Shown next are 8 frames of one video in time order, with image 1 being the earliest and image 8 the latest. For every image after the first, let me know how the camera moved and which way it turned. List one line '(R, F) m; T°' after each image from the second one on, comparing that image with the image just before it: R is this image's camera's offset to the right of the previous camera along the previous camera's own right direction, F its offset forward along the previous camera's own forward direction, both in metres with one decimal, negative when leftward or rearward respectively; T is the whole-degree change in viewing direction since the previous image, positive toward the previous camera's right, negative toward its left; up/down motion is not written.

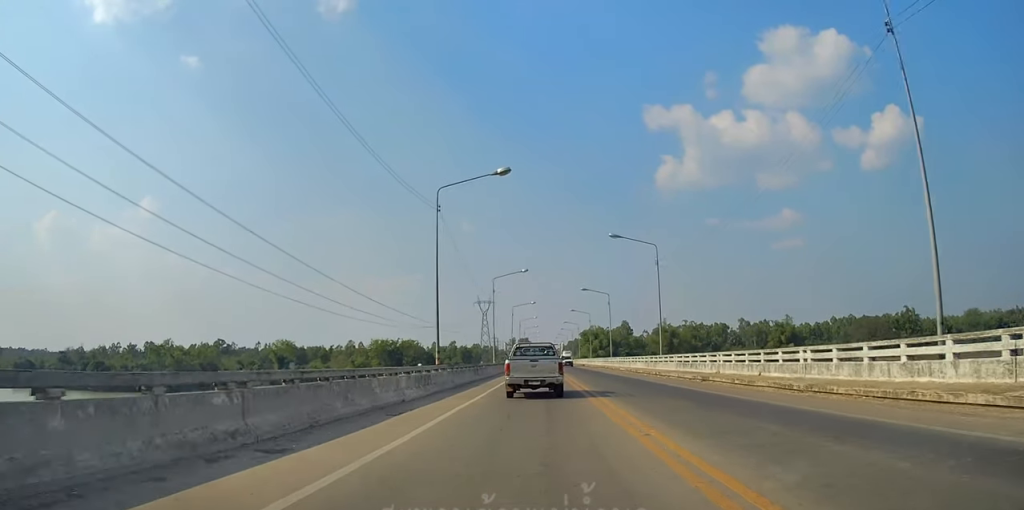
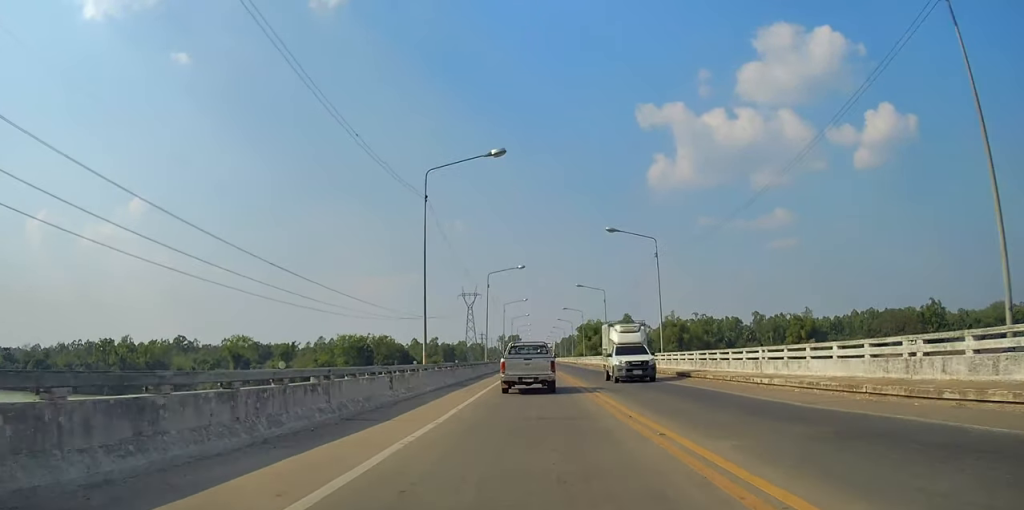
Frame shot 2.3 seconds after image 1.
(+0.8, +35.4) m; +2°
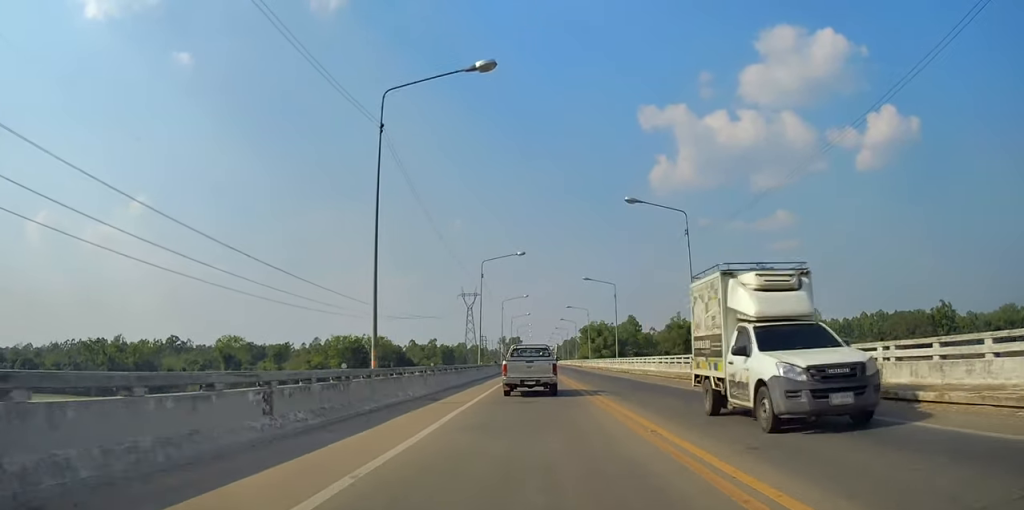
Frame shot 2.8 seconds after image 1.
(+0.2, +8.6) m; 0°
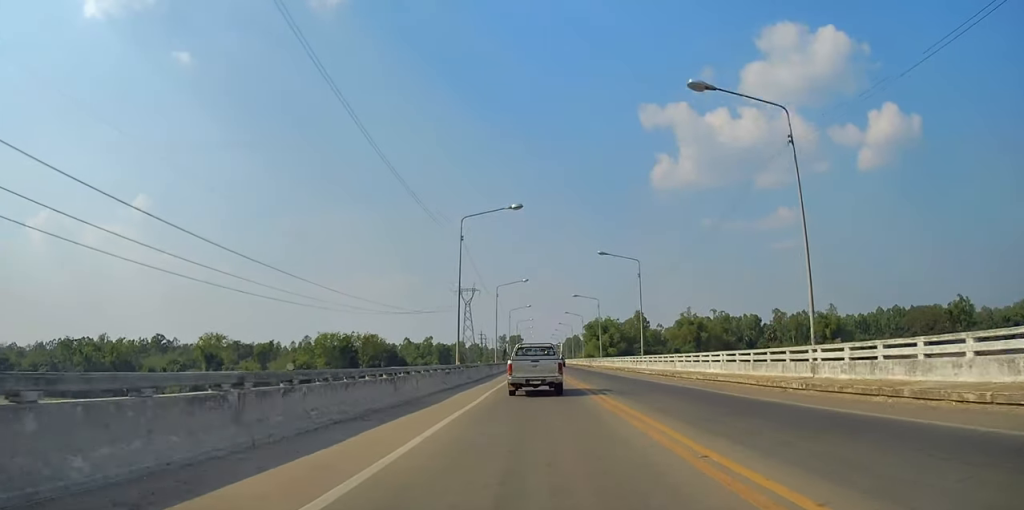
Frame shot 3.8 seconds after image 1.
(-0.4, +15.7) m; -1°
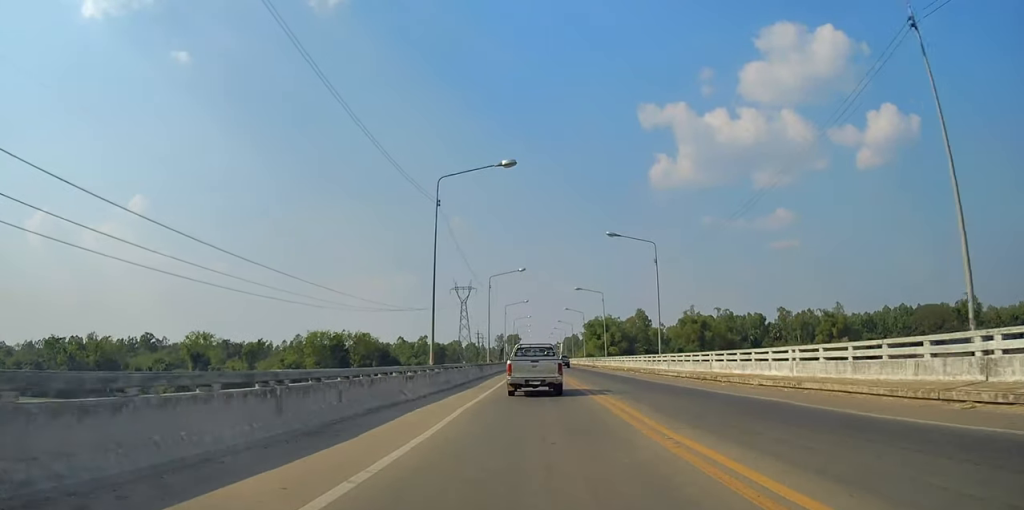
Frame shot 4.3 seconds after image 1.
(0.0, +8.0) m; 0°
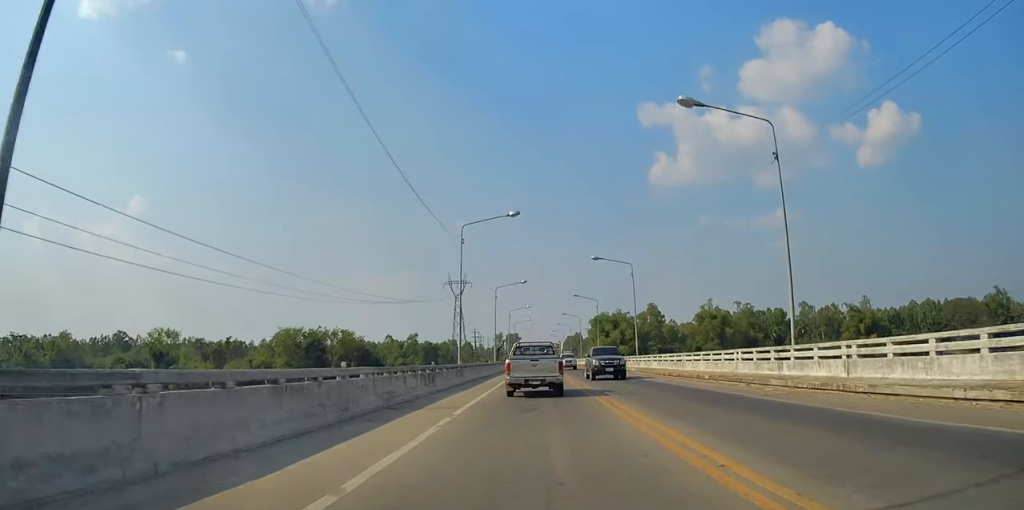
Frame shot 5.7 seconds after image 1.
(0.0, +24.2) m; +1°
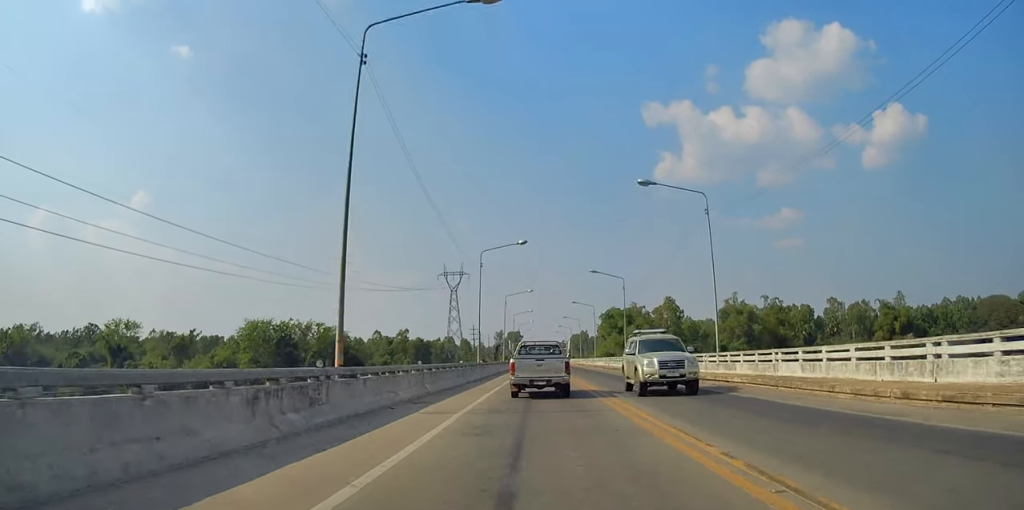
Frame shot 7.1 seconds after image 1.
(+0.3, +23.9) m; 0°
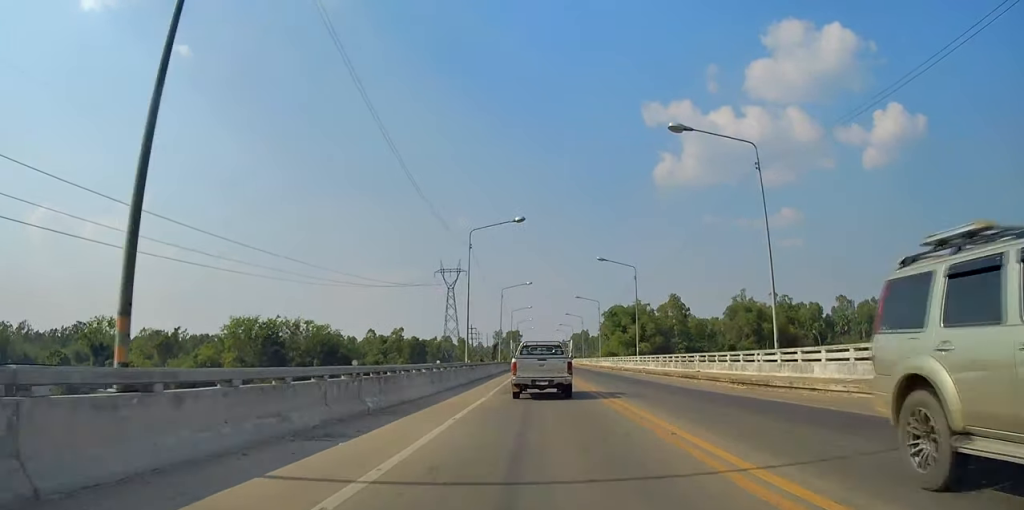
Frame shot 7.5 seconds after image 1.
(0.0, +8.1) m; 0°
